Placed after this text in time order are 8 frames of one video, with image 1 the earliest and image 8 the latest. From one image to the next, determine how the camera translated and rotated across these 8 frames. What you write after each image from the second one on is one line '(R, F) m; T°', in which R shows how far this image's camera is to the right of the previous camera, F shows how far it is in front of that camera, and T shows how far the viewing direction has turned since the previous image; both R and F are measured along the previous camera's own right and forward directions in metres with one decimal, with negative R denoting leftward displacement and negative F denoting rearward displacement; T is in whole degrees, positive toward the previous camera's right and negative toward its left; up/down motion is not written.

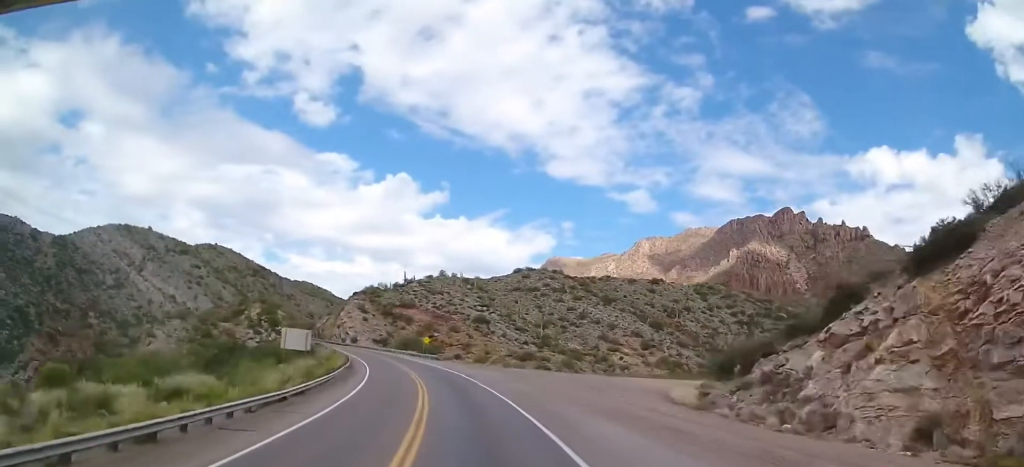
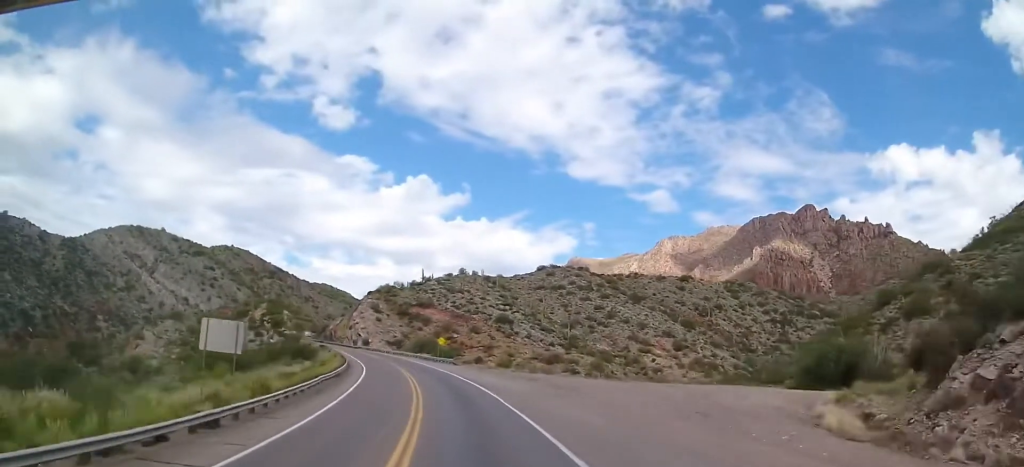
(-0.3, +13.9) m; -3°
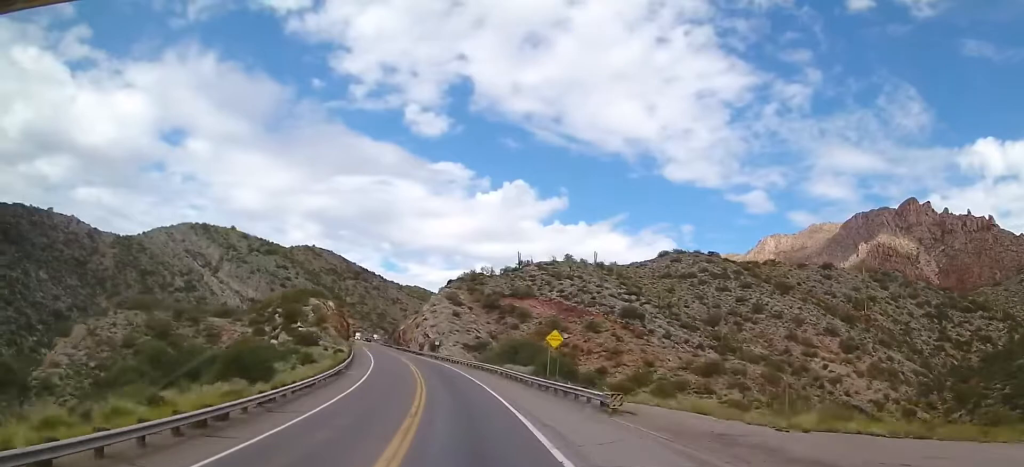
(-4.6, +51.2) m; -7°
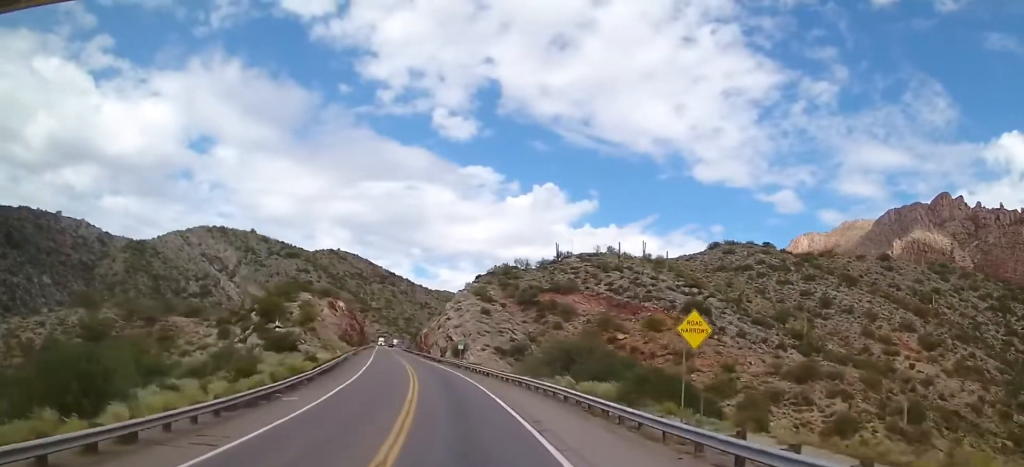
(-0.1, +22.8) m; 0°
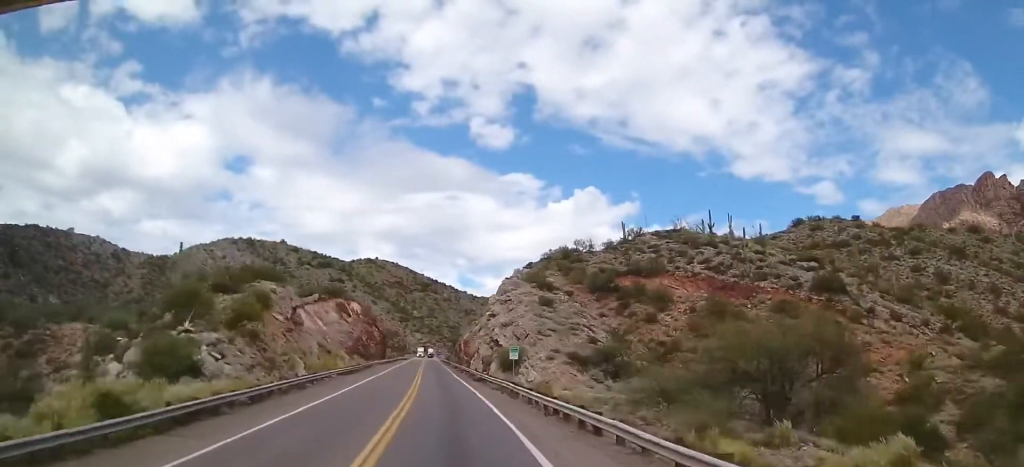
(0.0, +31.5) m; -3°
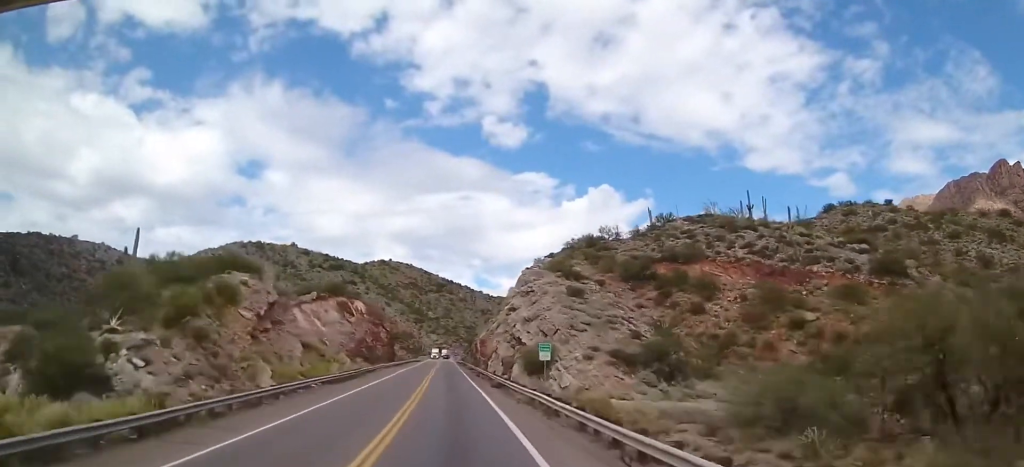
(0.0, +10.8) m; -3°
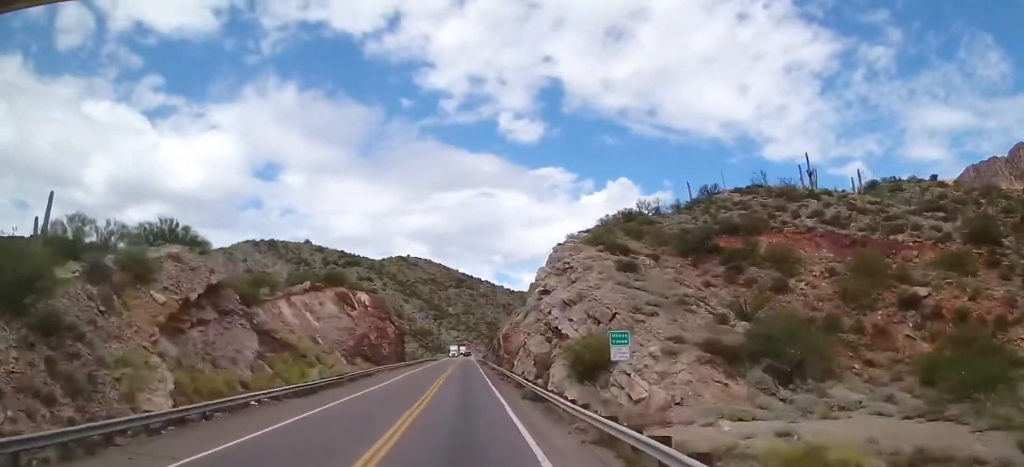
(-0.6, +14.0) m; -5°
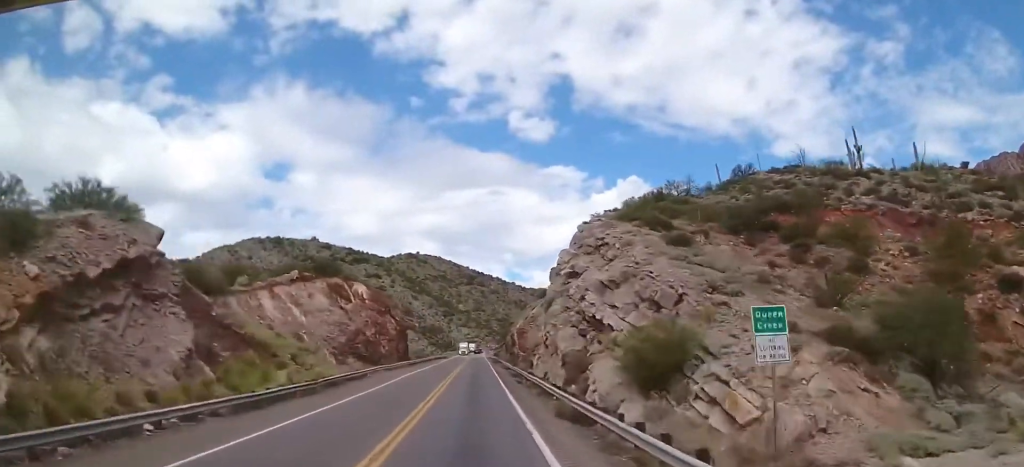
(-0.1, +9.8) m; -3°
